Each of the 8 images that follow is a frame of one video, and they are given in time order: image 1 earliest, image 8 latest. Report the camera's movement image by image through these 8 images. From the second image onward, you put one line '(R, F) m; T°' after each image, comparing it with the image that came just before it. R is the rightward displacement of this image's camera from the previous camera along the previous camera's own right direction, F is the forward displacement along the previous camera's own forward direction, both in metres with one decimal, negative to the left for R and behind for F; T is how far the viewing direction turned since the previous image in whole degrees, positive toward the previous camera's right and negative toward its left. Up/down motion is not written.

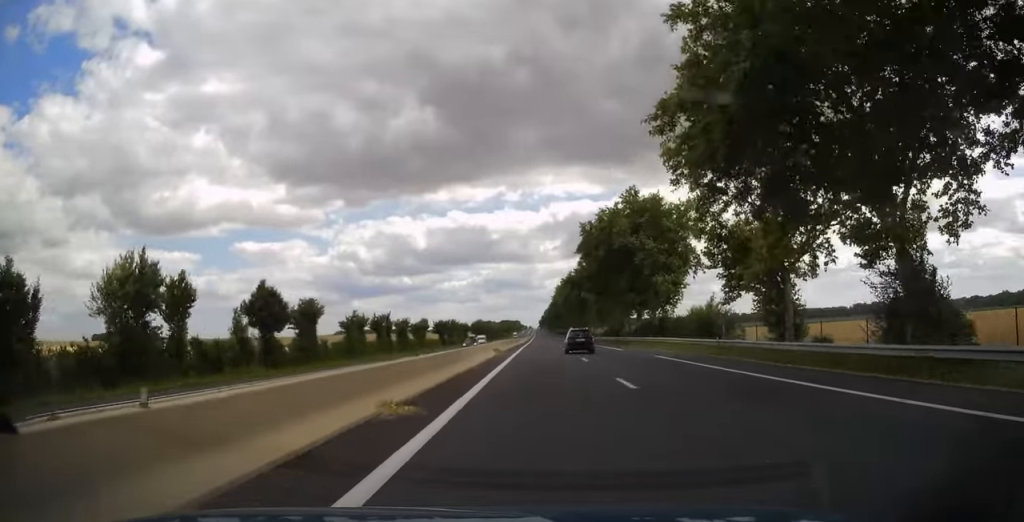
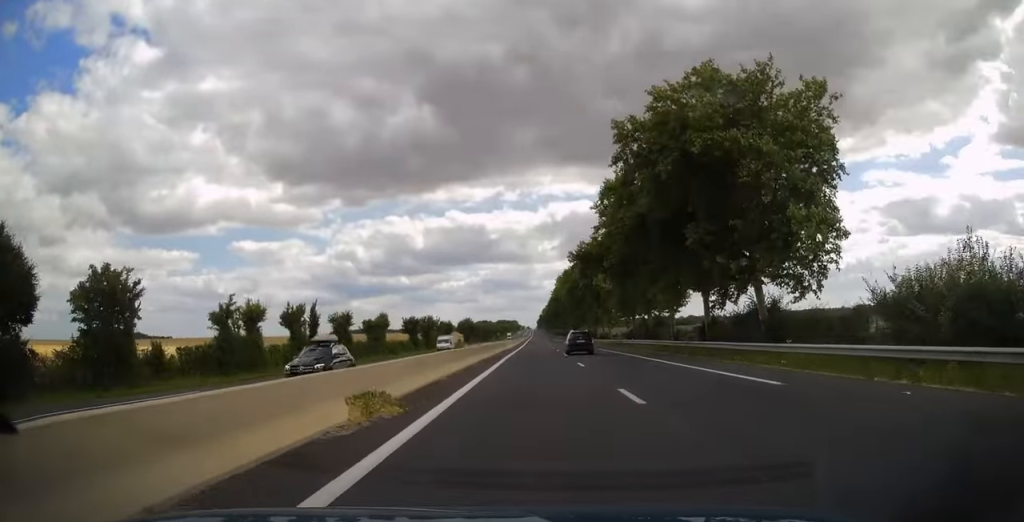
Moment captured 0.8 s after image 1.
(0.0, +28.6) m; 0°
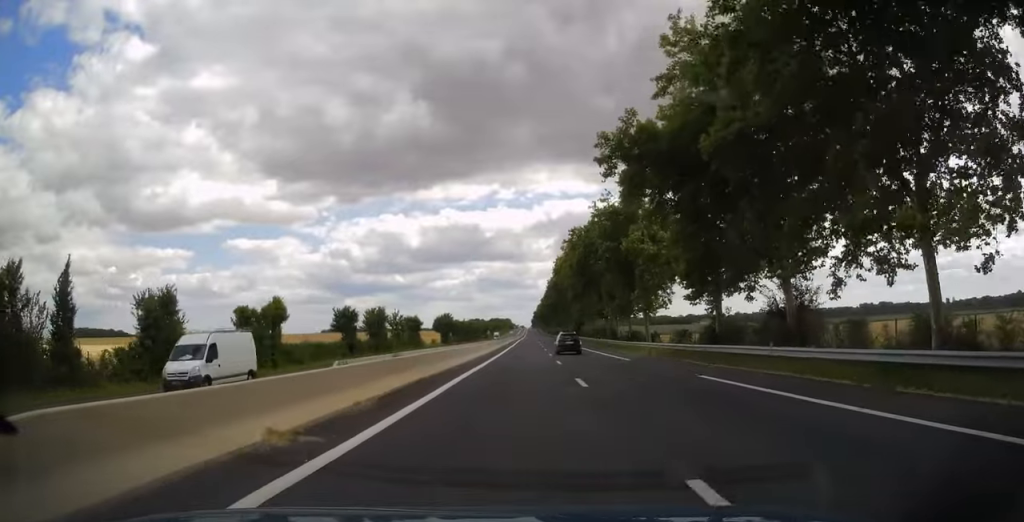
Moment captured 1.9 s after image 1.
(+0.1, +34.4) m; 0°
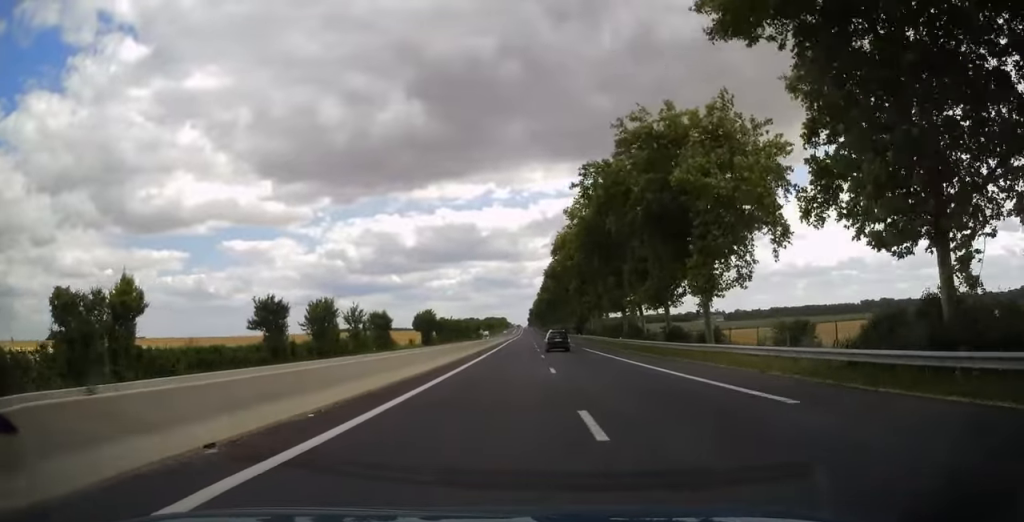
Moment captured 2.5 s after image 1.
(+0.1, +20.9) m; 0°
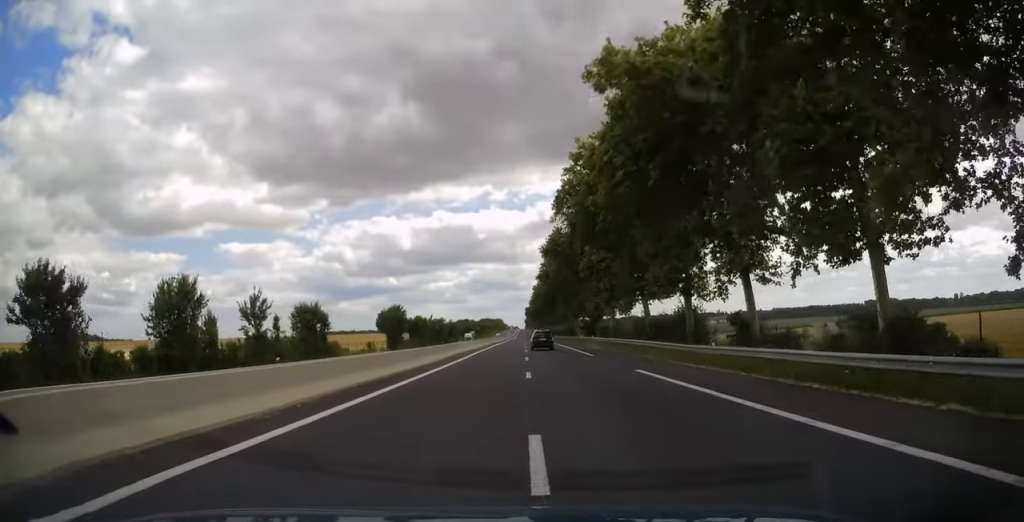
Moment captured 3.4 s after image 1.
(0.0, +28.3) m; 0°
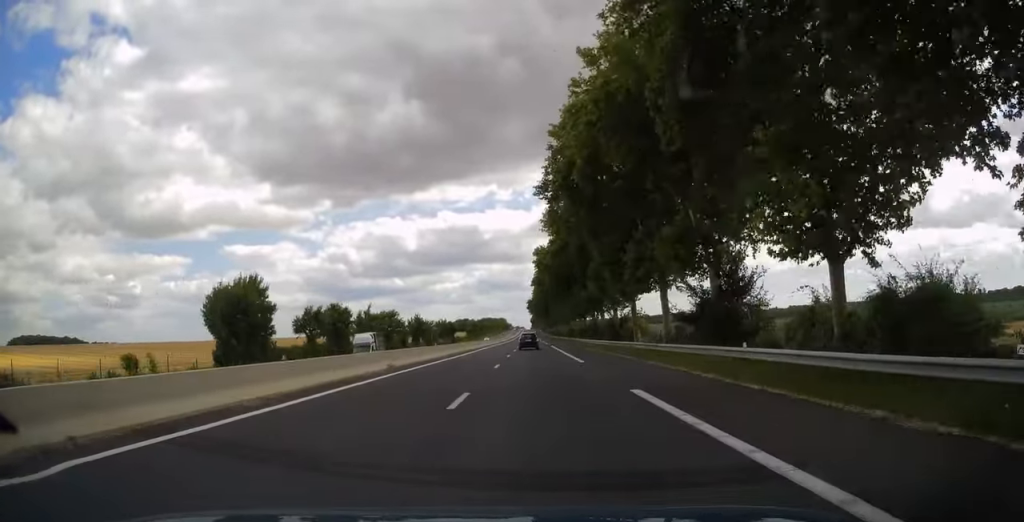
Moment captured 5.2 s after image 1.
(-0.5, +59.0) m; -1°
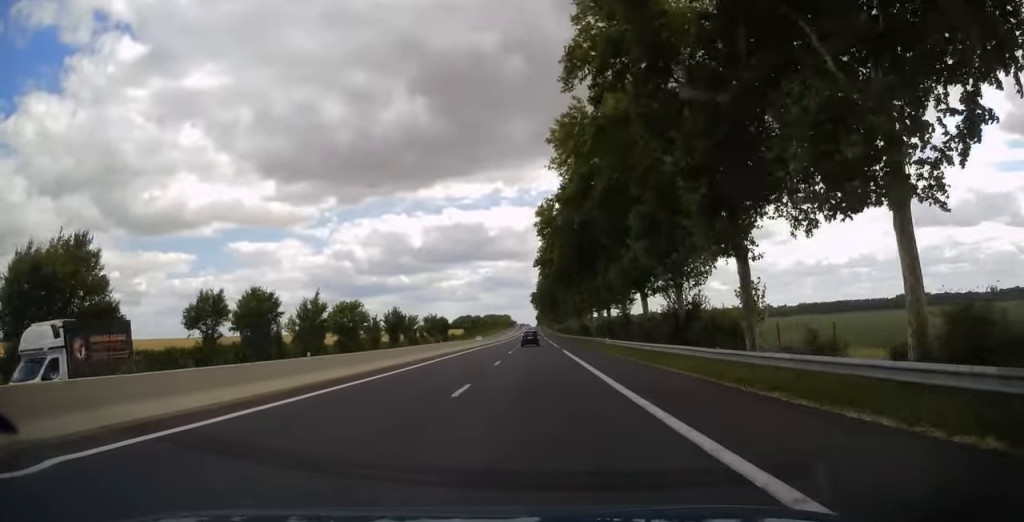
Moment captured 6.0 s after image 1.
(-0.1, +23.7) m; 0°
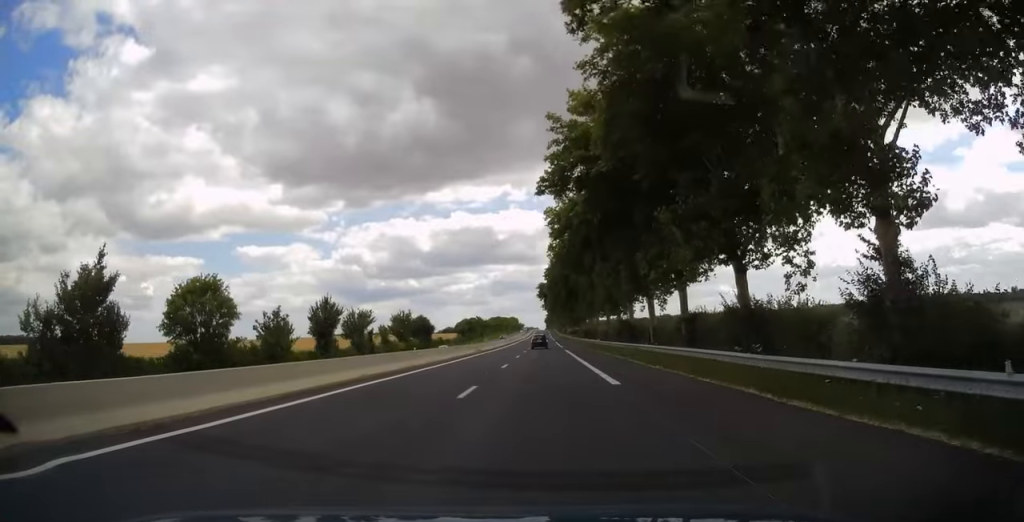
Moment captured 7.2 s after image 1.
(-0.2, +38.6) m; 0°
